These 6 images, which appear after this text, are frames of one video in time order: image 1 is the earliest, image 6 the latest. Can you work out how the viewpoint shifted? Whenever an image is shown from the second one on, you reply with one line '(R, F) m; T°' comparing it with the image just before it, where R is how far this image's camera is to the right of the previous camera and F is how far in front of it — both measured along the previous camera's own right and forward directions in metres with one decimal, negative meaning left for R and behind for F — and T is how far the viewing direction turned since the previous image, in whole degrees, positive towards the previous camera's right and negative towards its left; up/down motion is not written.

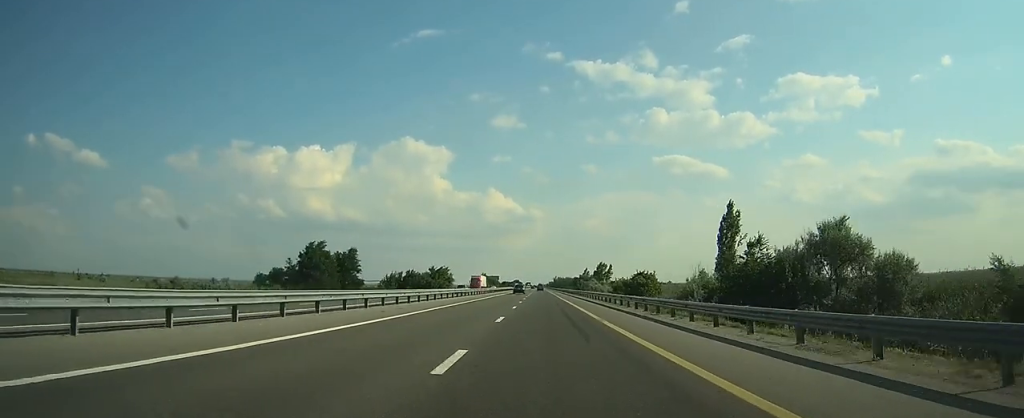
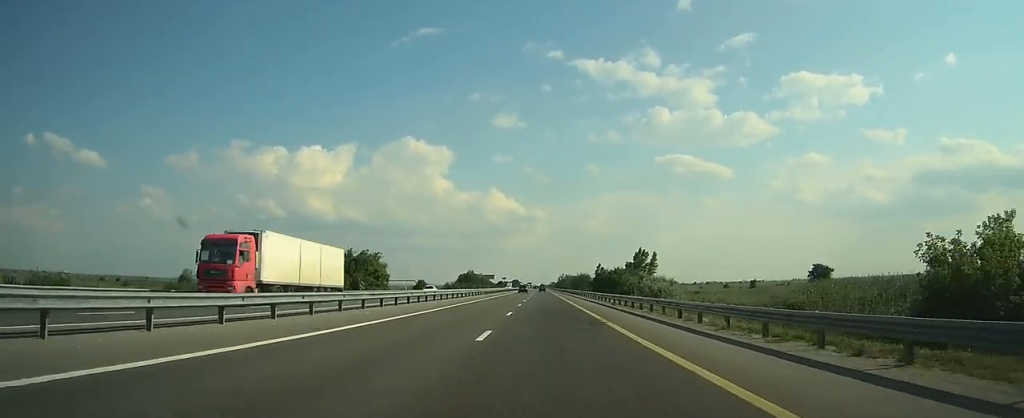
(-0.1, +66.5) m; 0°
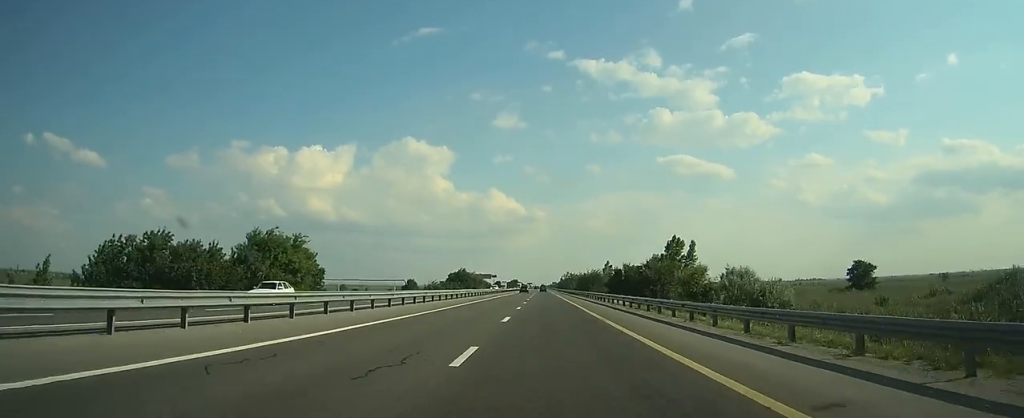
(0.0, +28.3) m; 0°
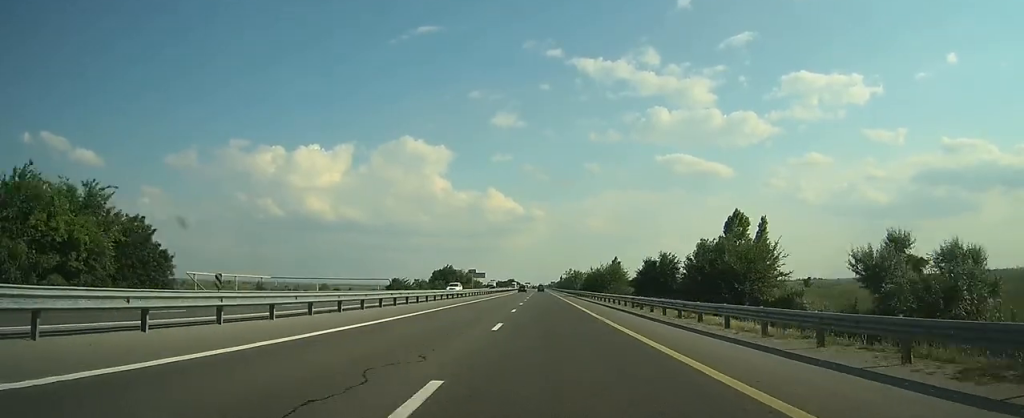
(0.0, +28.4) m; 0°
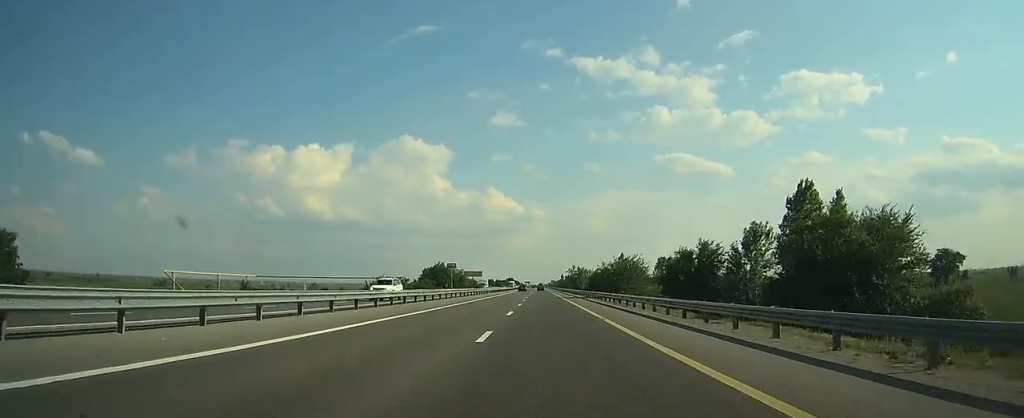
(0.0, +15.7) m; 0°
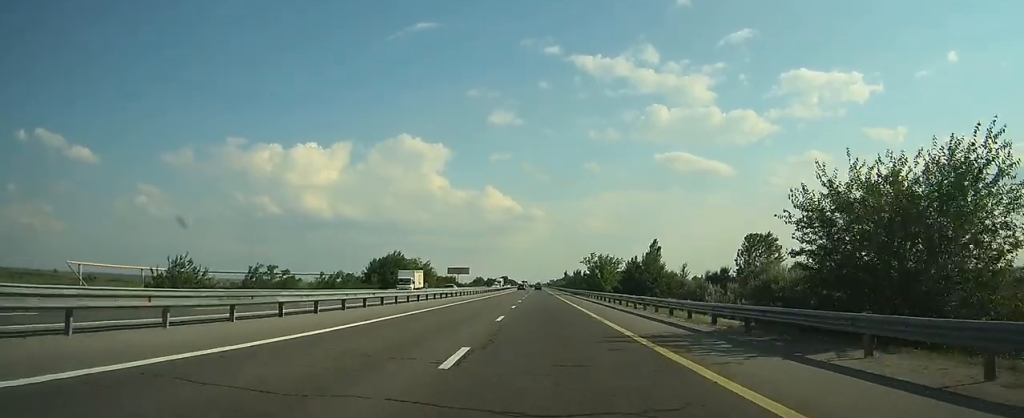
(0.0, +52.3) m; 0°
